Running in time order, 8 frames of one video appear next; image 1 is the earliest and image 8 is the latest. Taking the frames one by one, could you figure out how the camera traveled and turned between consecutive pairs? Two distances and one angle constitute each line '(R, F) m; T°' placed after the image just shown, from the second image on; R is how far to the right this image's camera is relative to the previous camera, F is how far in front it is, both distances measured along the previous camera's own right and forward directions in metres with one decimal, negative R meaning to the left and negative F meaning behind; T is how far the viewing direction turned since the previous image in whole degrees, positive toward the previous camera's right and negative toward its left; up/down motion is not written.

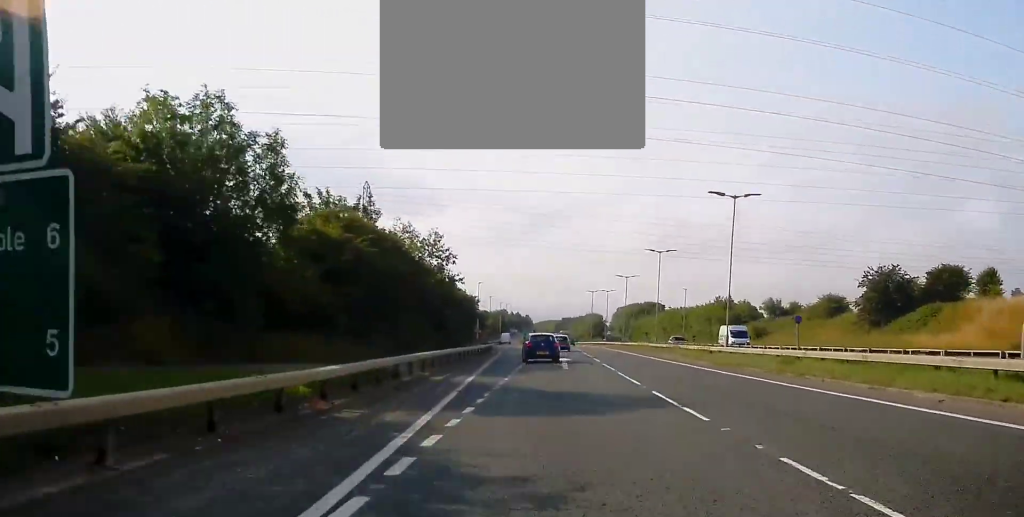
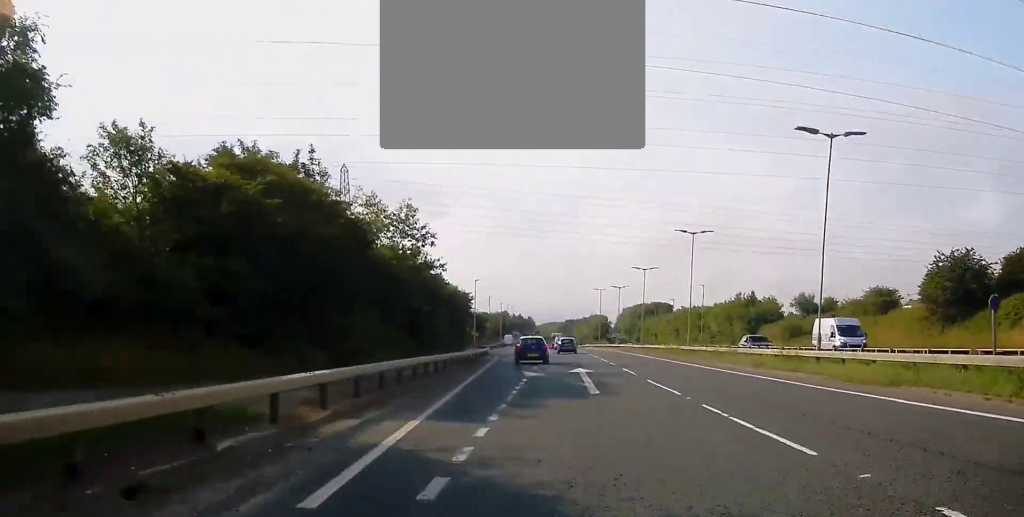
(-0.1, +12.7) m; -1°
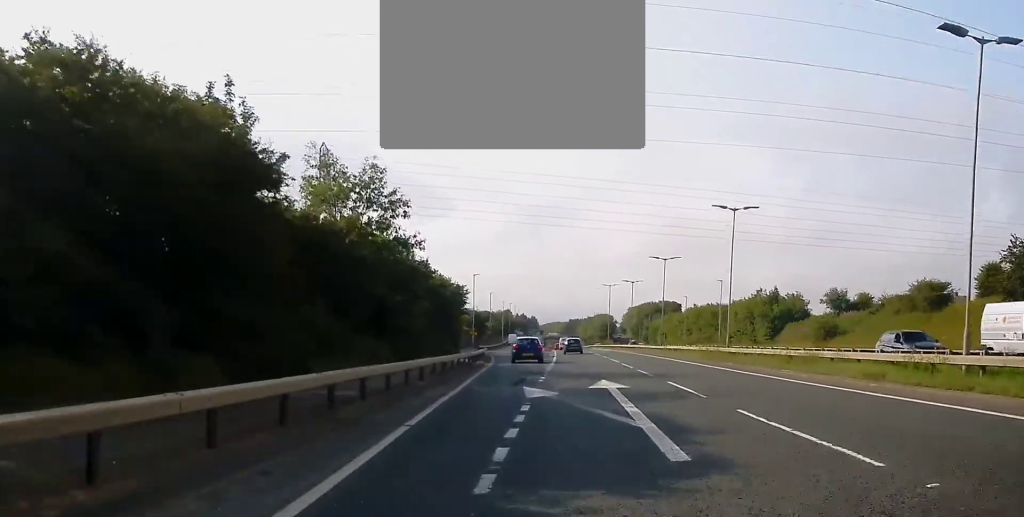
(-0.1, +10.0) m; -1°
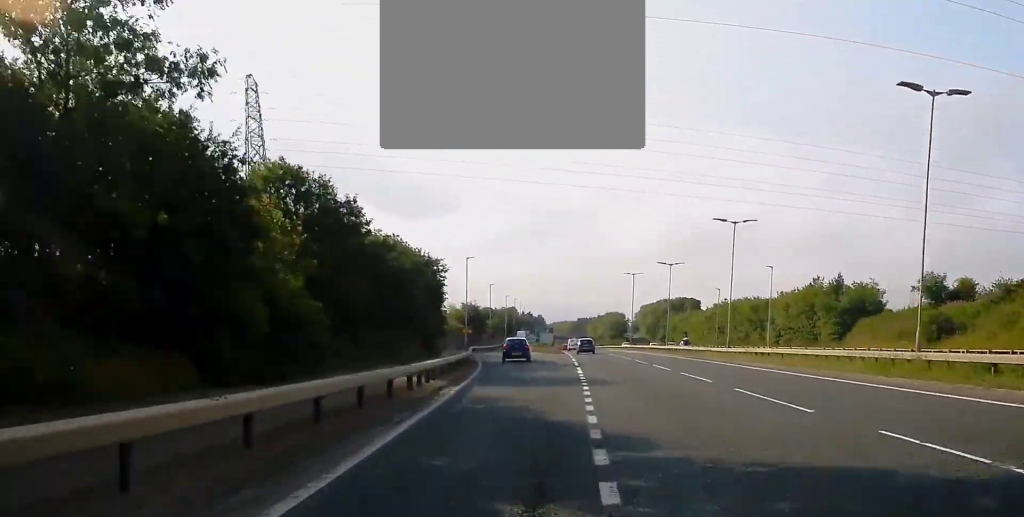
(-0.2, +21.7) m; -1°
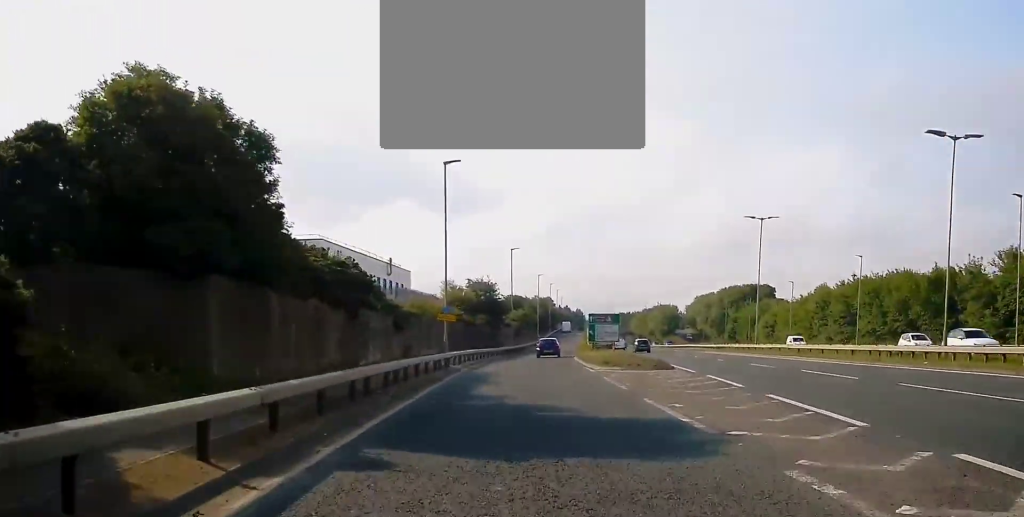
(-0.3, +47.4) m; -1°
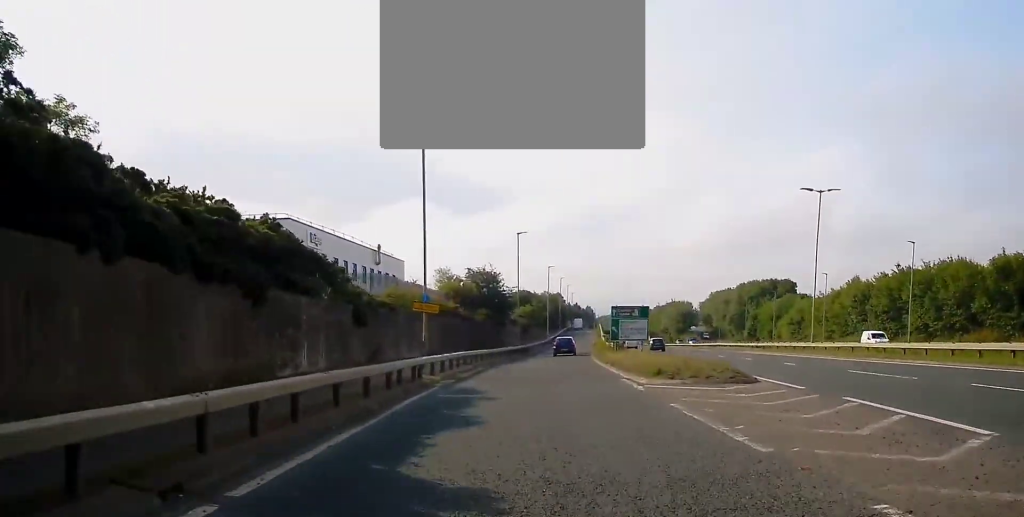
(0.0, +10.9) m; 0°
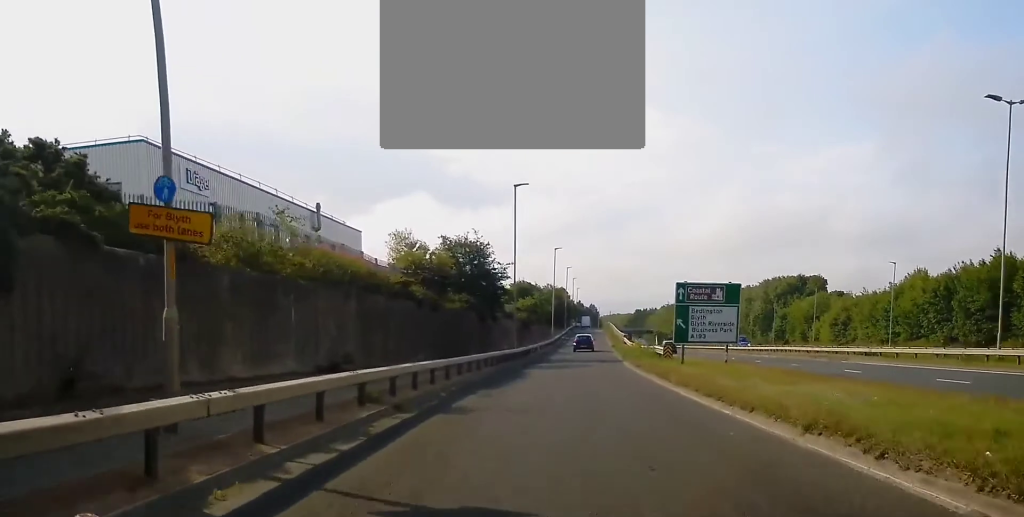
(-0.2, +21.3) m; 0°
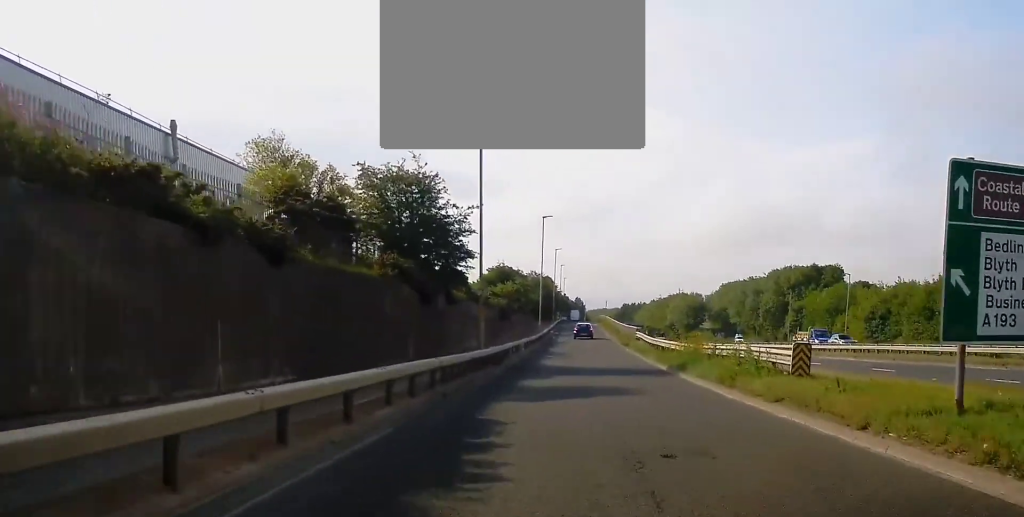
(+0.1, +19.3) m; +1°
